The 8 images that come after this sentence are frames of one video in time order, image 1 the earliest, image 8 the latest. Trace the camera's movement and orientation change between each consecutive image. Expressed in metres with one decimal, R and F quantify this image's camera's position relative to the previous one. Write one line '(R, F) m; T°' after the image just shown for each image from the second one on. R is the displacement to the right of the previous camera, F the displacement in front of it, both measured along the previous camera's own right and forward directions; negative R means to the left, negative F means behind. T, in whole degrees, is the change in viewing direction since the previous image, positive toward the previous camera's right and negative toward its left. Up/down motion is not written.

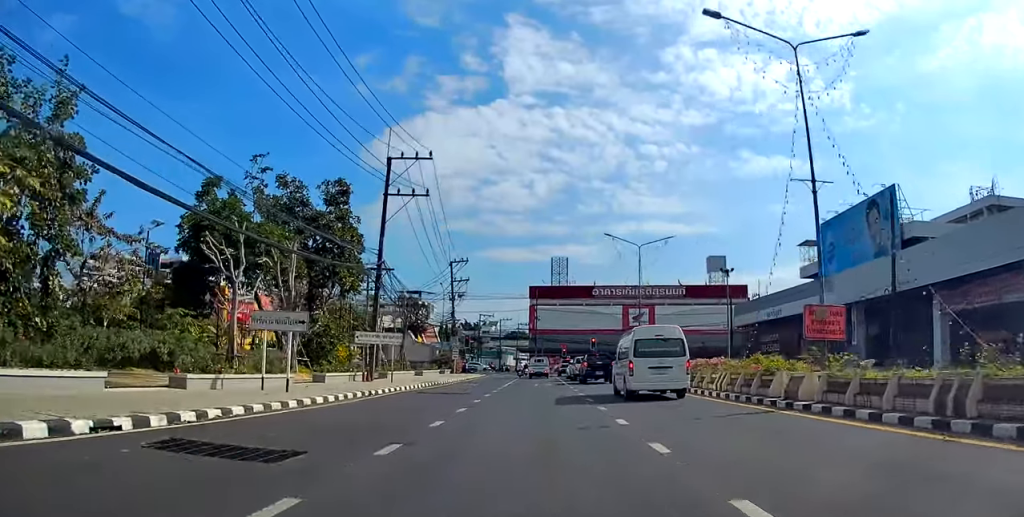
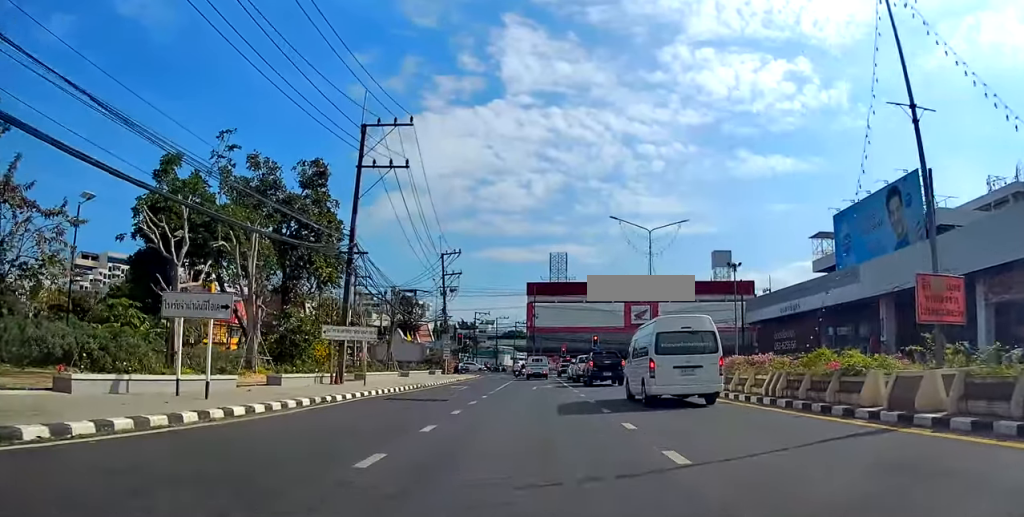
(+0.1, +5.7) m; 0°
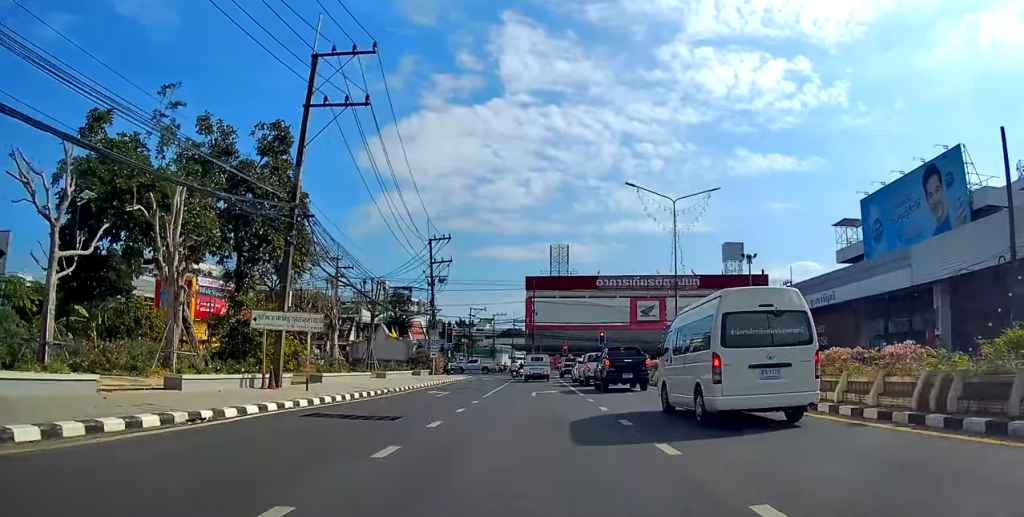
(-0.1, +7.9) m; -1°
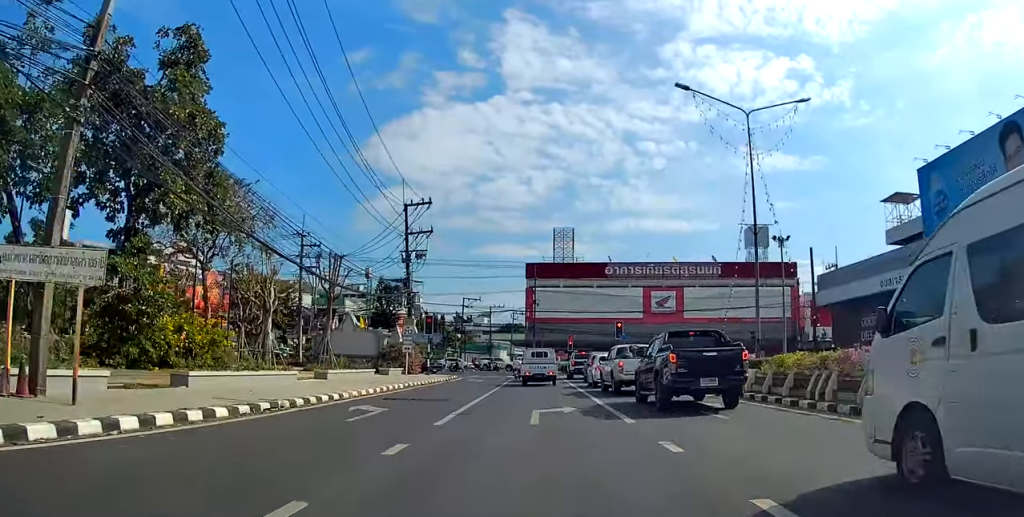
(-0.2, +13.4) m; -1°
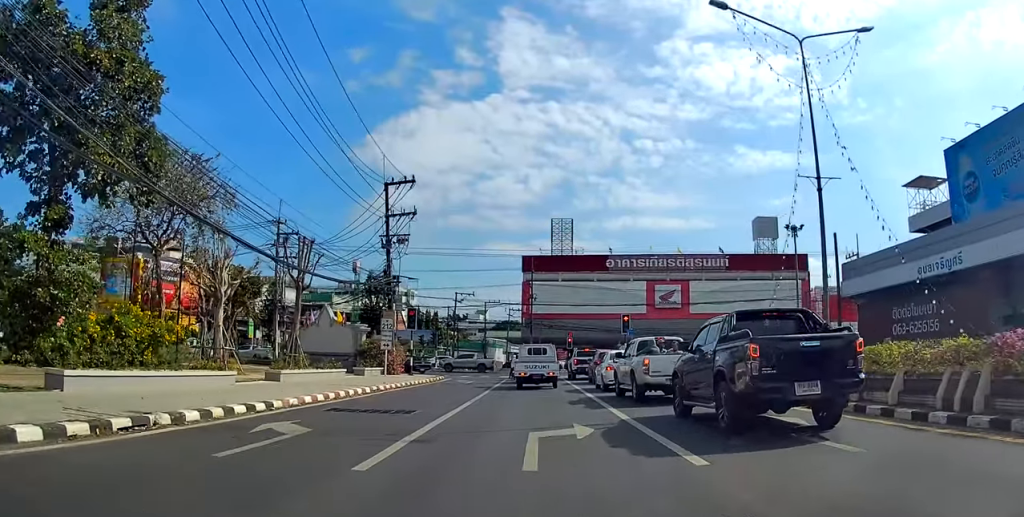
(0.0, +6.5) m; 0°
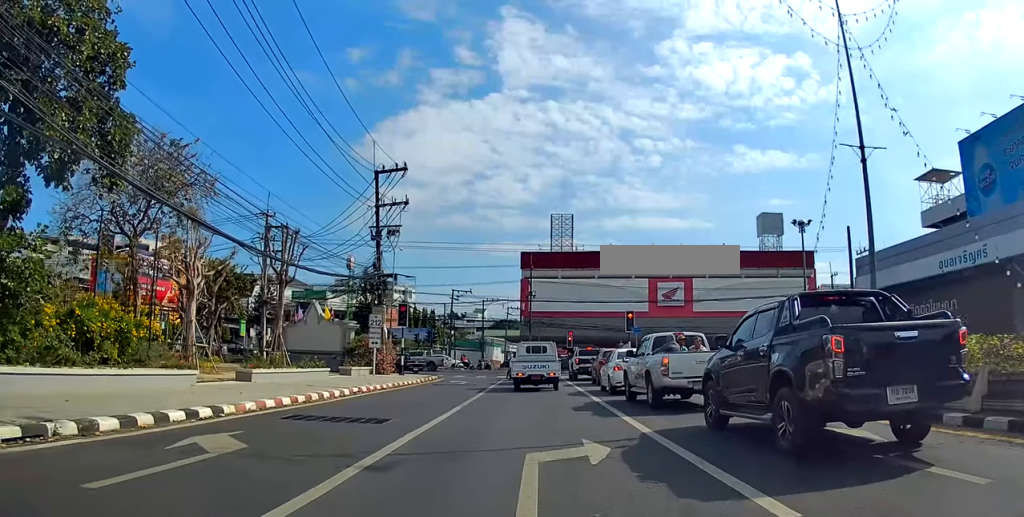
(0.0, +3.3) m; 0°
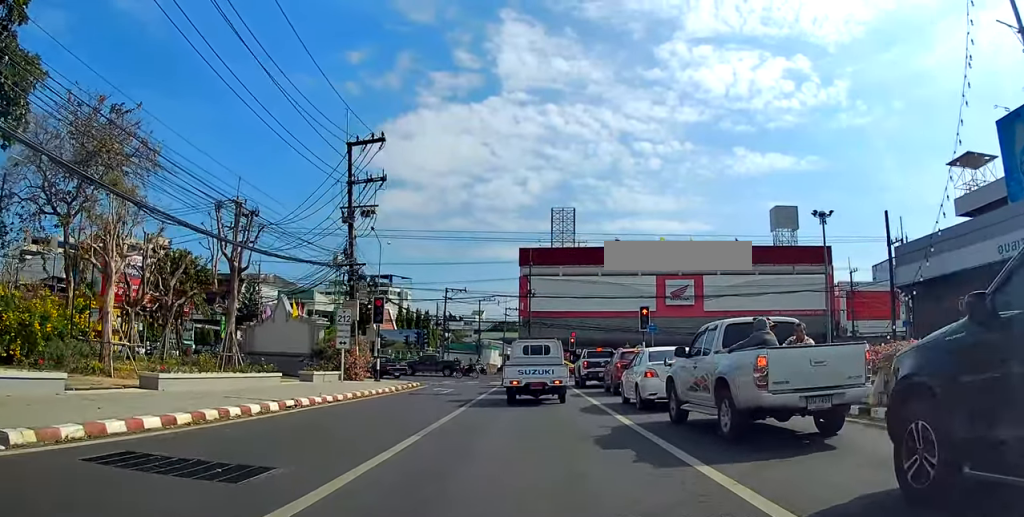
(+0.2, +8.0) m; 0°
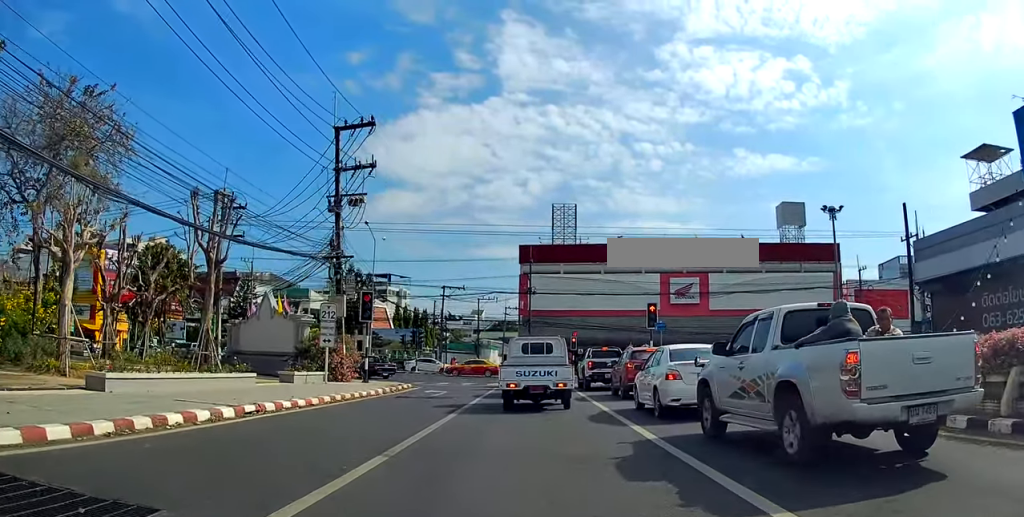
(0.0, +3.0) m; -1°
